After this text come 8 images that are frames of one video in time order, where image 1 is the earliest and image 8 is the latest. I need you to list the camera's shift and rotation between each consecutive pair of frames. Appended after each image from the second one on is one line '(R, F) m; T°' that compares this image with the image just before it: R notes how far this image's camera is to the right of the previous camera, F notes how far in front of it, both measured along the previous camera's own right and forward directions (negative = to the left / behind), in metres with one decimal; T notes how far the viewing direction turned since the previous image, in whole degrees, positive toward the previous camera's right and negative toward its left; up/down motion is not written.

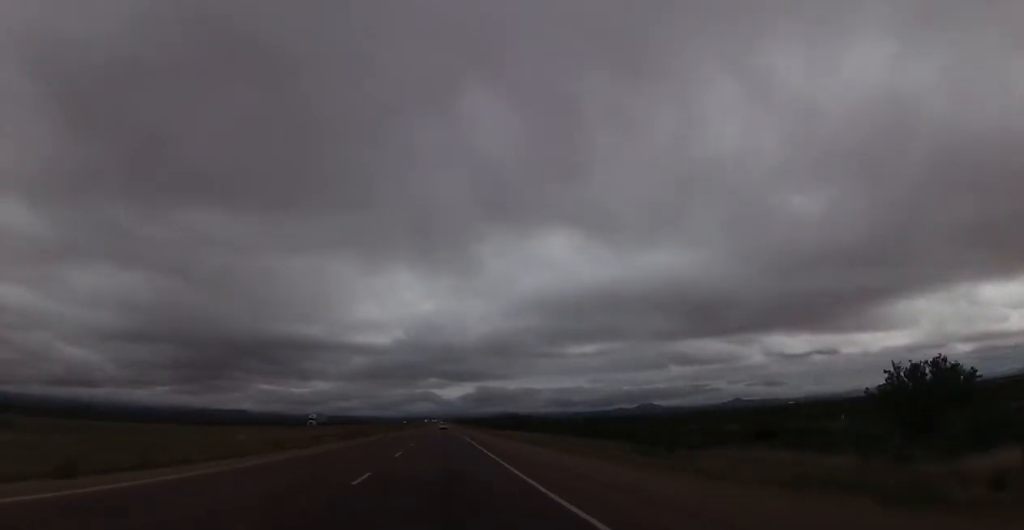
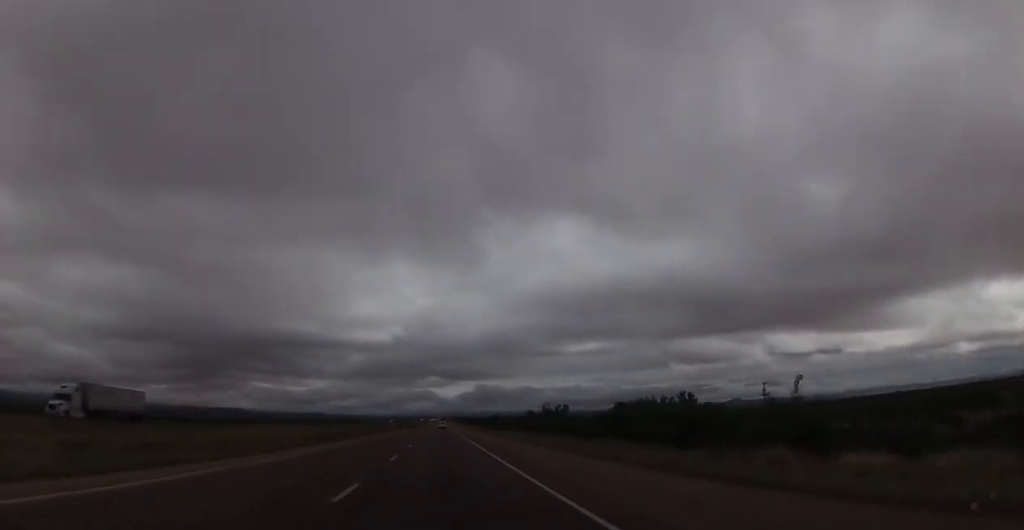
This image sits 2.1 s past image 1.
(-0.2, +76.1) m; -1°
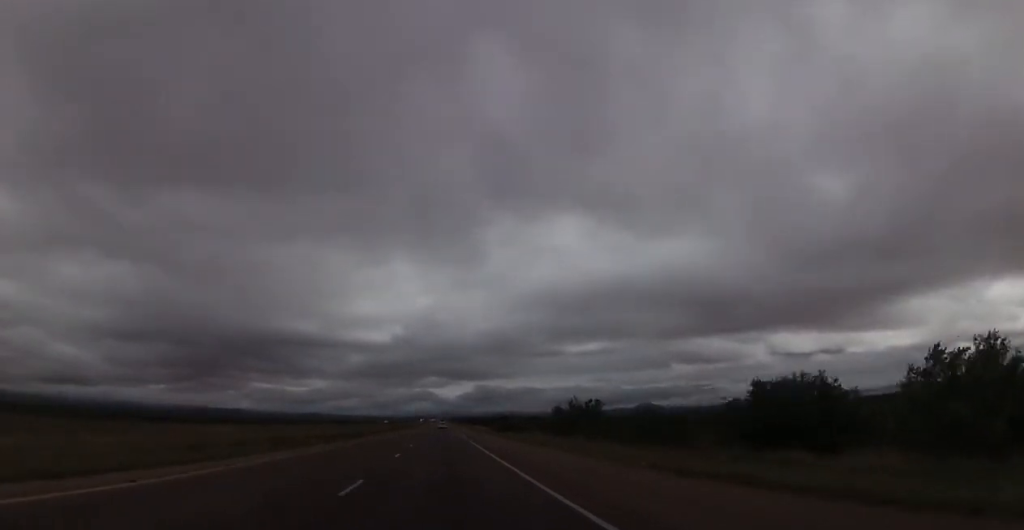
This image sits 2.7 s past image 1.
(-0.3, +23.5) m; 0°
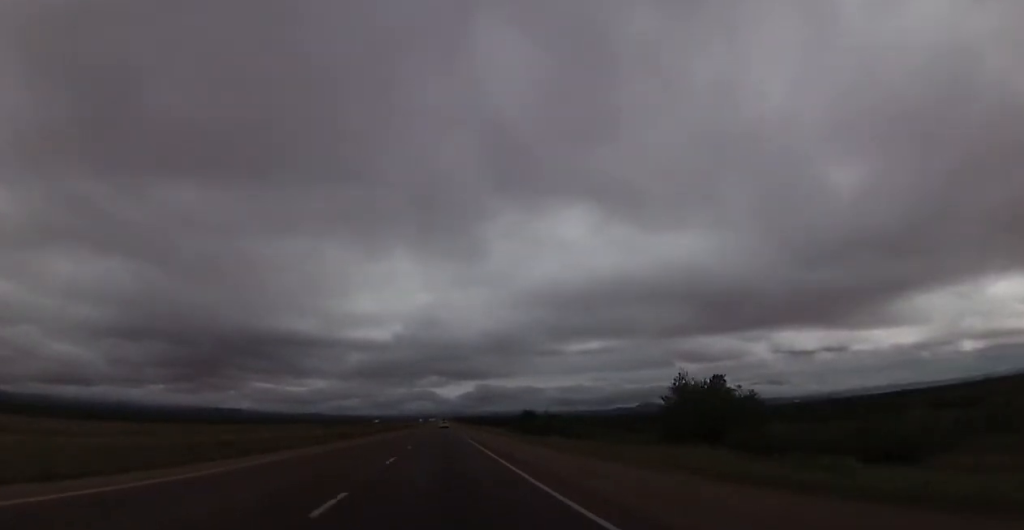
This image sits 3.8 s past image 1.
(+0.2, +39.4) m; +1°
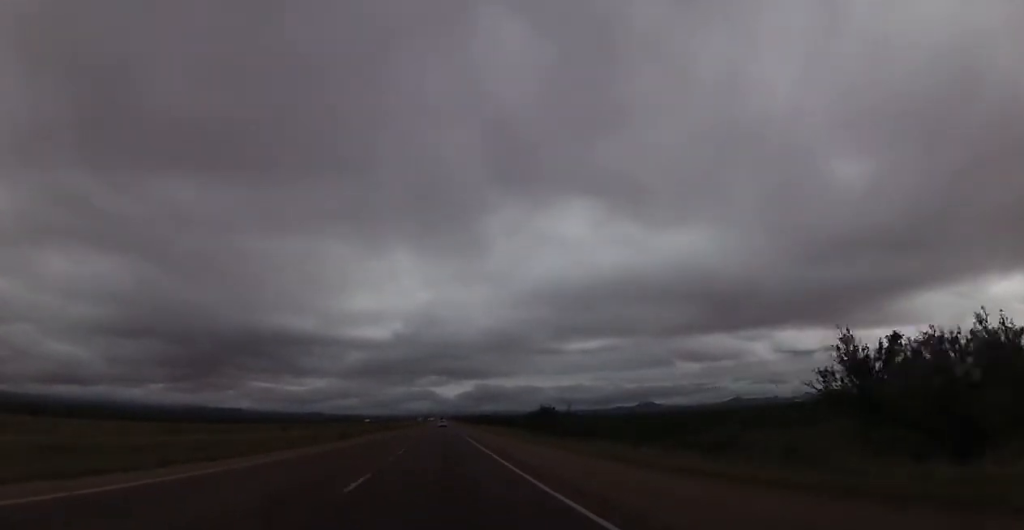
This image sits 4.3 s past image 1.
(+0.1, +20.9) m; 0°
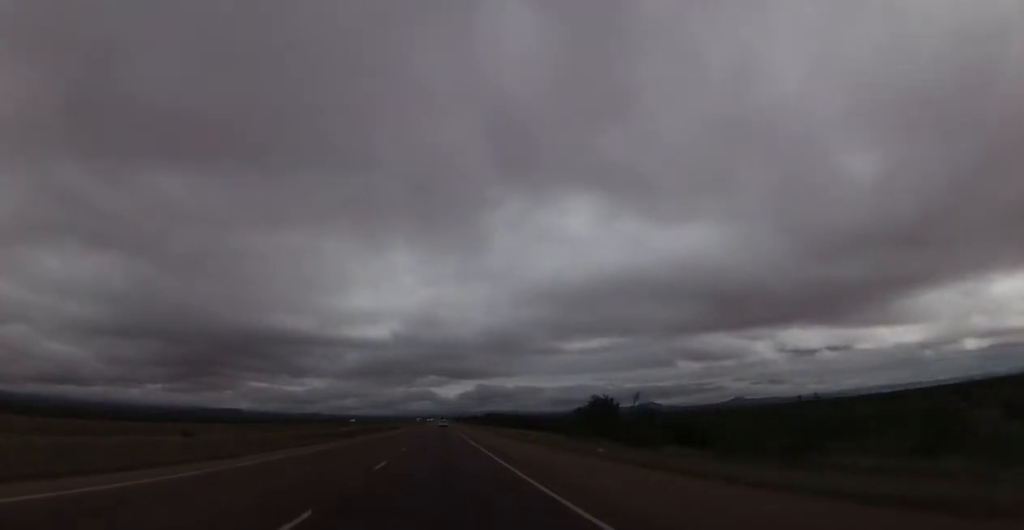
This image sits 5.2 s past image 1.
(0.0, +30.5) m; 0°
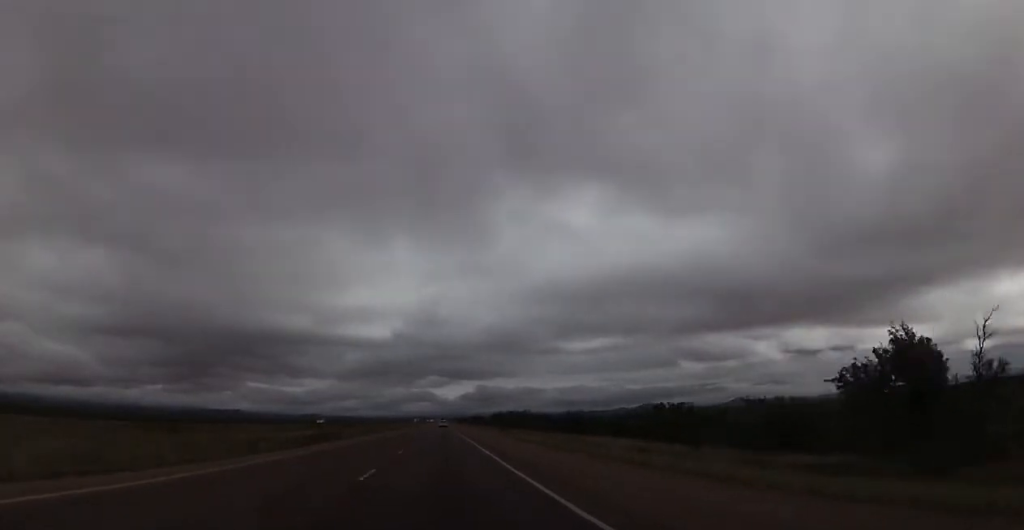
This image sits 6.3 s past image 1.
(0.0, +40.2) m; 0°
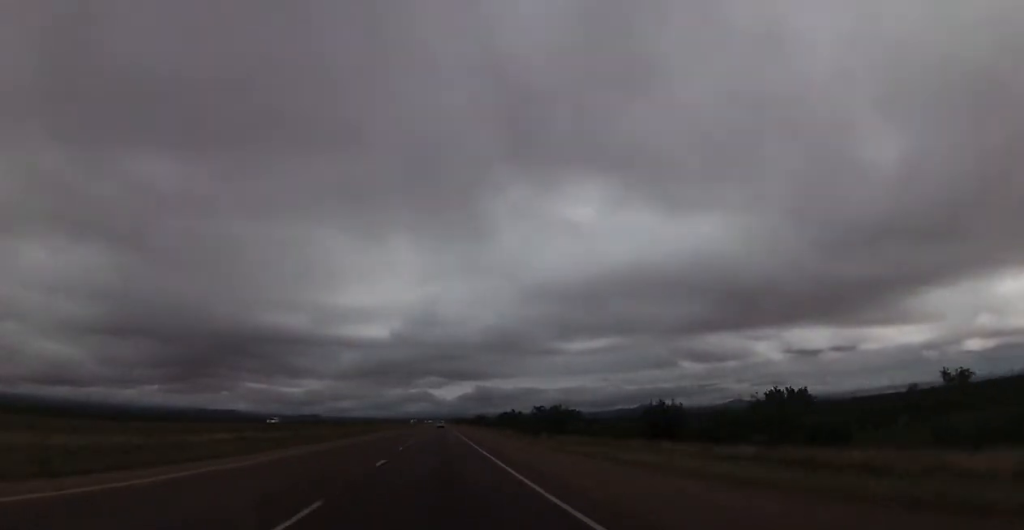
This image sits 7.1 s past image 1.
(0.0, +31.6) m; 0°
